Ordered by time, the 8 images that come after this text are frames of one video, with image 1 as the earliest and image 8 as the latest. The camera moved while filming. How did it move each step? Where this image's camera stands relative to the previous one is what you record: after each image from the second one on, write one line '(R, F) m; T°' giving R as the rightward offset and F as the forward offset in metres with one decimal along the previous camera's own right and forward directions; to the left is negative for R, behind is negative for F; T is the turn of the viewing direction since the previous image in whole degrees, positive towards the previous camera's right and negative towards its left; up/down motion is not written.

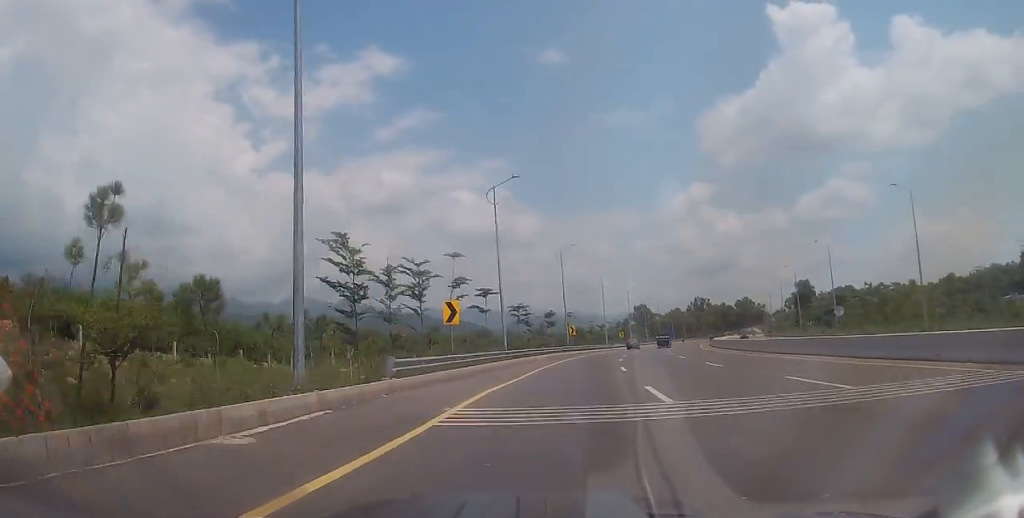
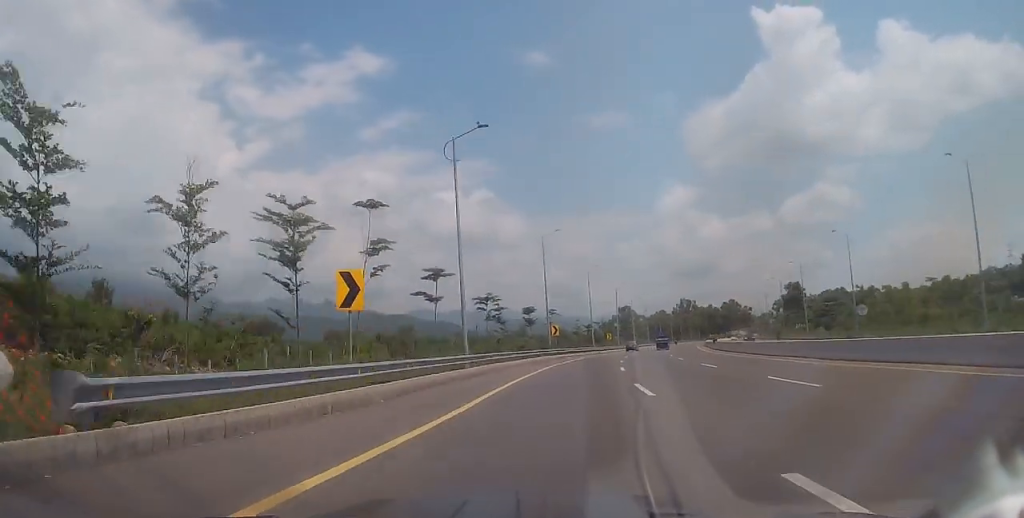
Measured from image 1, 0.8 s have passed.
(+0.2, +10.7) m; +1°
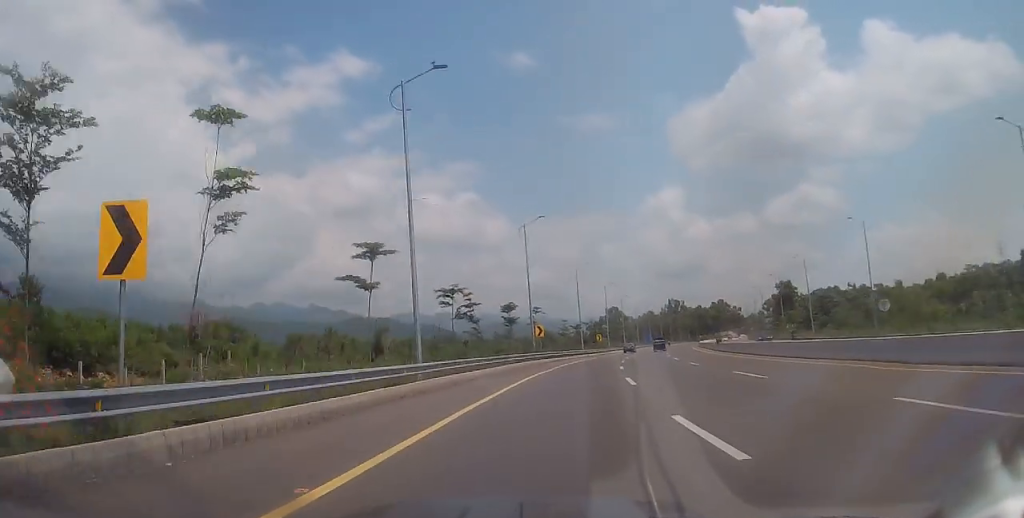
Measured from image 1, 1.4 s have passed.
(+0.1, +7.7) m; +1°
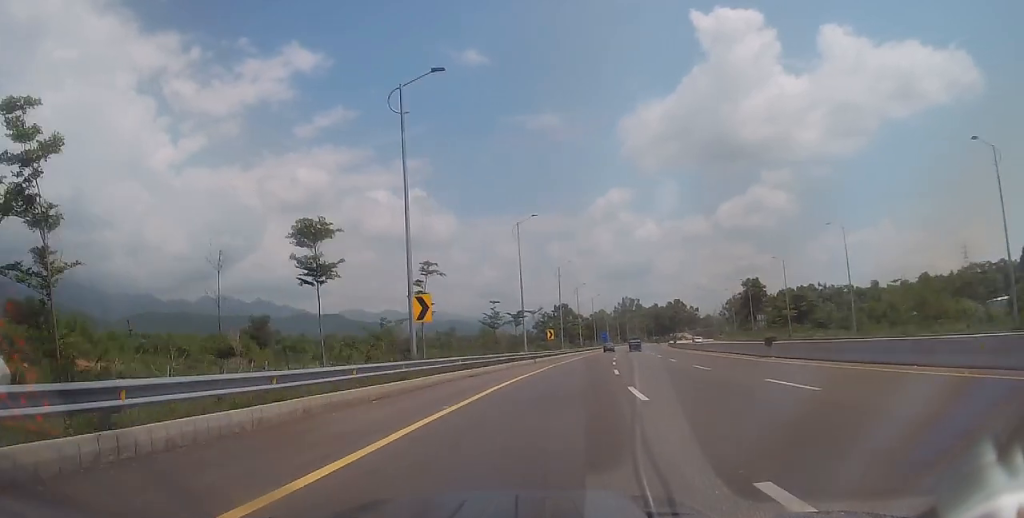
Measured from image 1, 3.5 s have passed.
(+1.1, +29.1) m; +5°
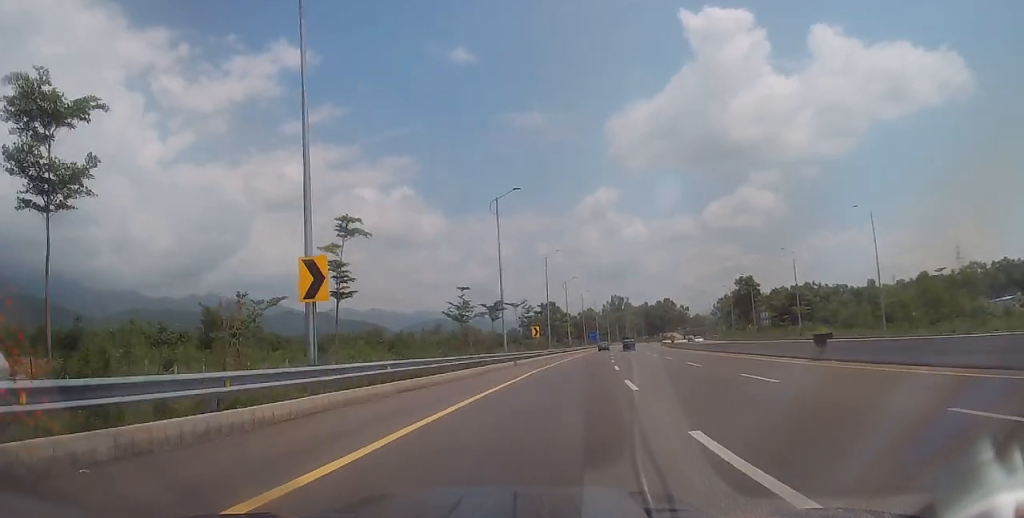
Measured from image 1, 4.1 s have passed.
(+0.2, +9.0) m; +1°
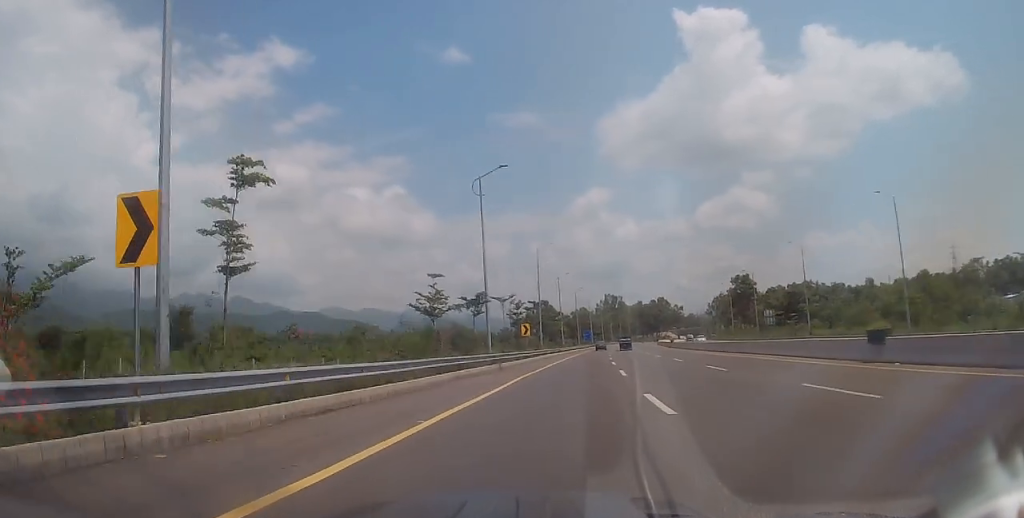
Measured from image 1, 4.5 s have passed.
(0.0, +5.8) m; +1°
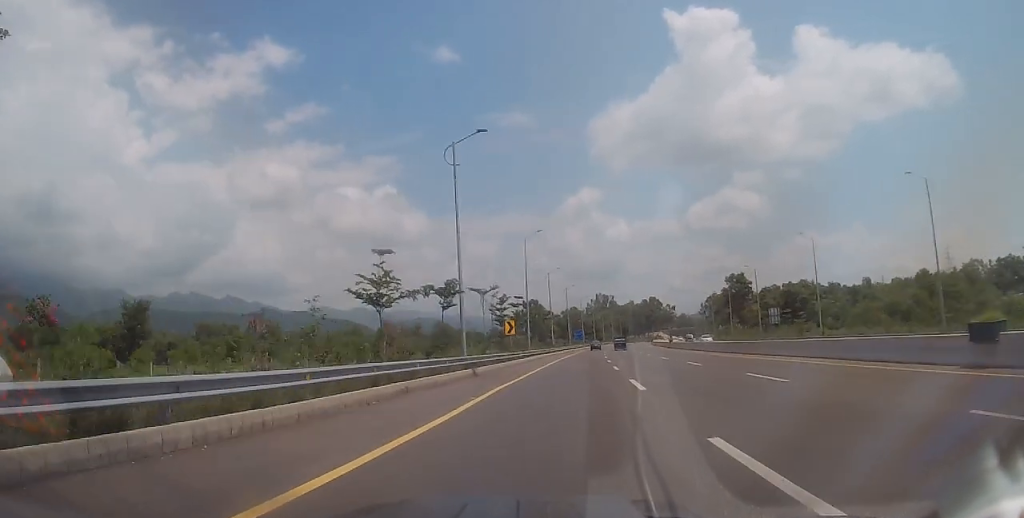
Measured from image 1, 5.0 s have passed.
(-0.1, +6.8) m; +1°
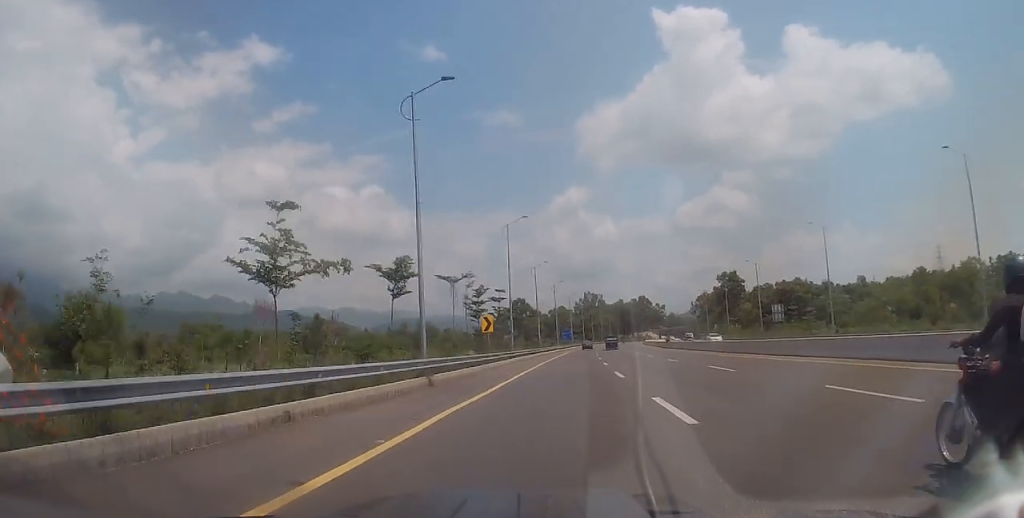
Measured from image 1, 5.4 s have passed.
(+0.2, +6.9) m; +1°
